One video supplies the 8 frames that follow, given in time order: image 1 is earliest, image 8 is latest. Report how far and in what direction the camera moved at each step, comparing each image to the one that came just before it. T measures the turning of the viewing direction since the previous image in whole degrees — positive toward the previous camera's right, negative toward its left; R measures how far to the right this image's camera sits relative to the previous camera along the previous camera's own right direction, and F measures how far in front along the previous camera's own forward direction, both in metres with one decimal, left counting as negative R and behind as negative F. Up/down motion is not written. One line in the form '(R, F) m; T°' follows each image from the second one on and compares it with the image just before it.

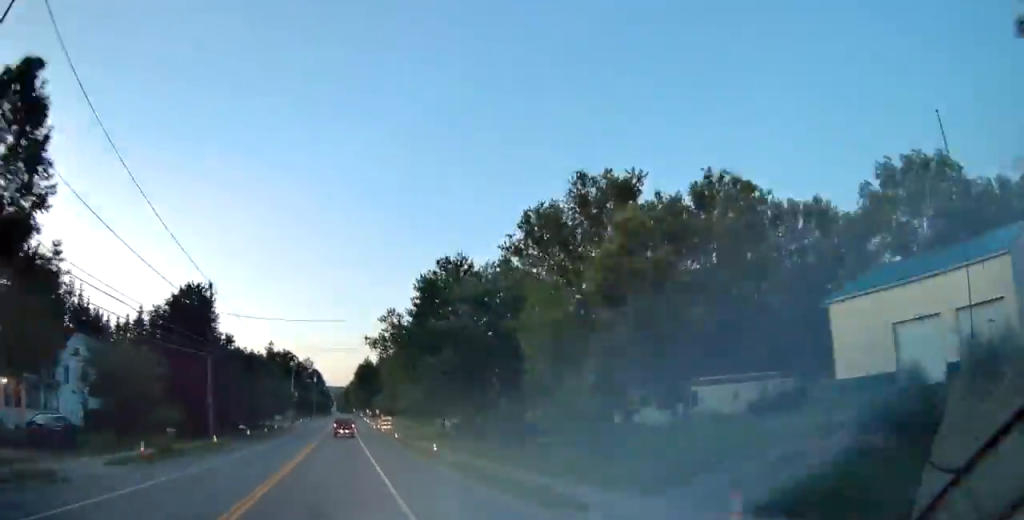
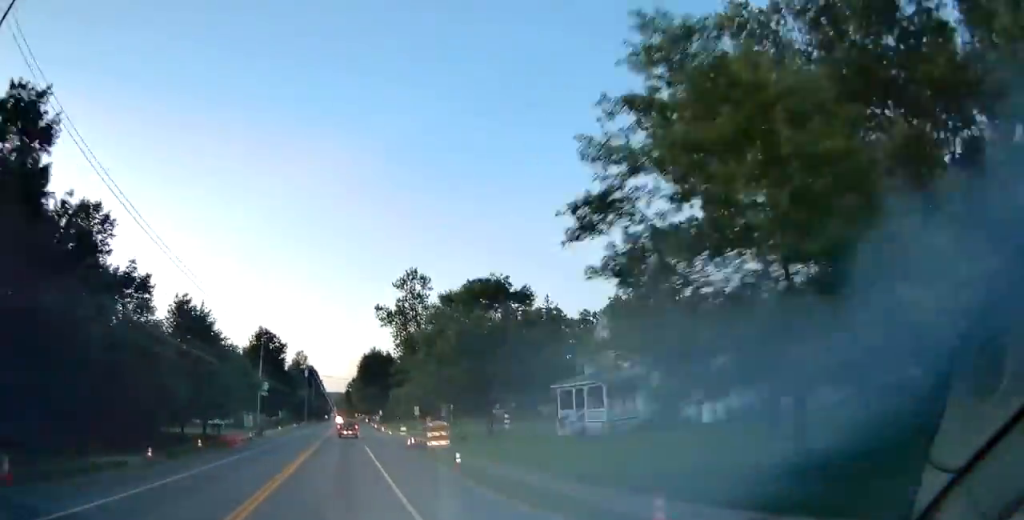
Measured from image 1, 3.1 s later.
(+0.3, +37.2) m; 0°
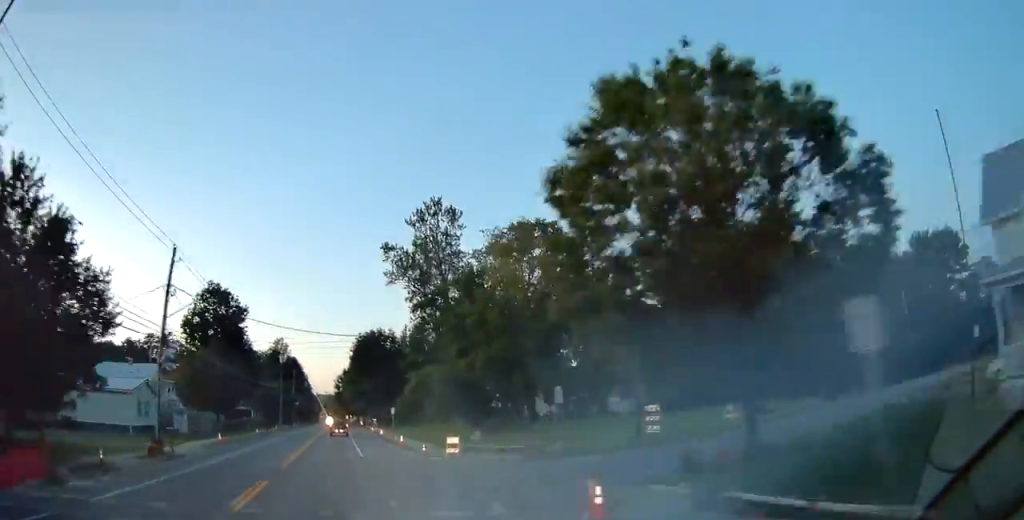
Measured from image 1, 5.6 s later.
(+0.1, +30.3) m; 0°
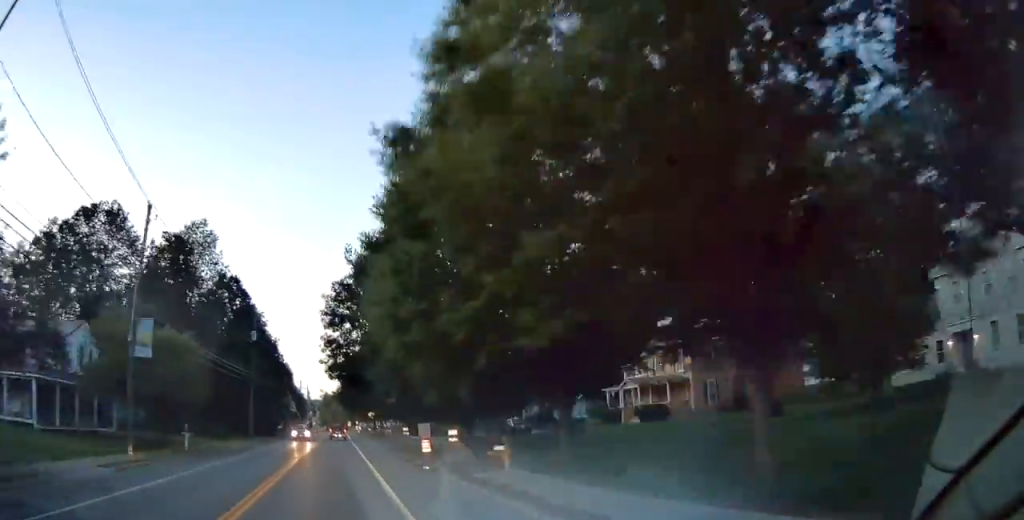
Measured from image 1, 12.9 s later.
(0.0, +85.9) m; 0°
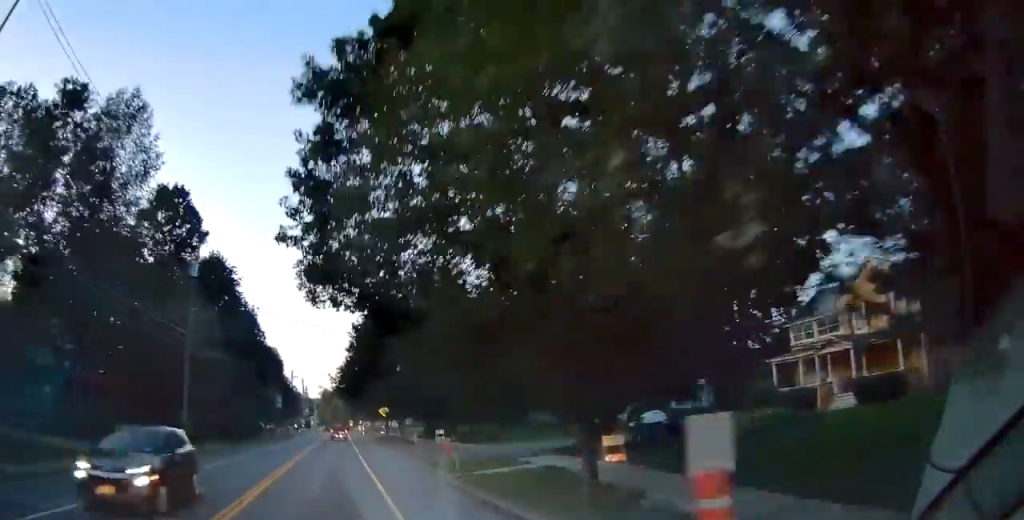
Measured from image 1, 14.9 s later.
(-0.1, +23.3) m; 0°
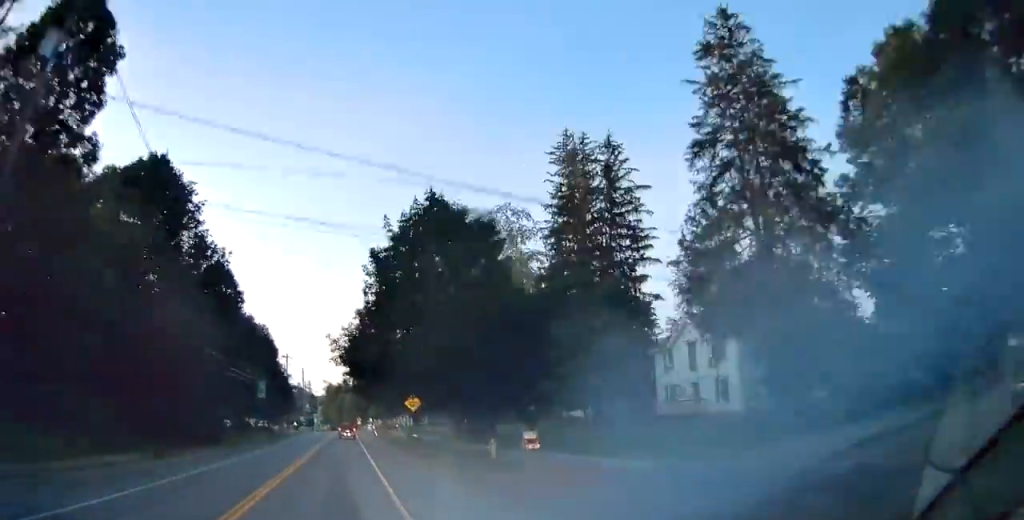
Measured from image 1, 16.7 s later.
(-0.1, +20.2) m; 0°
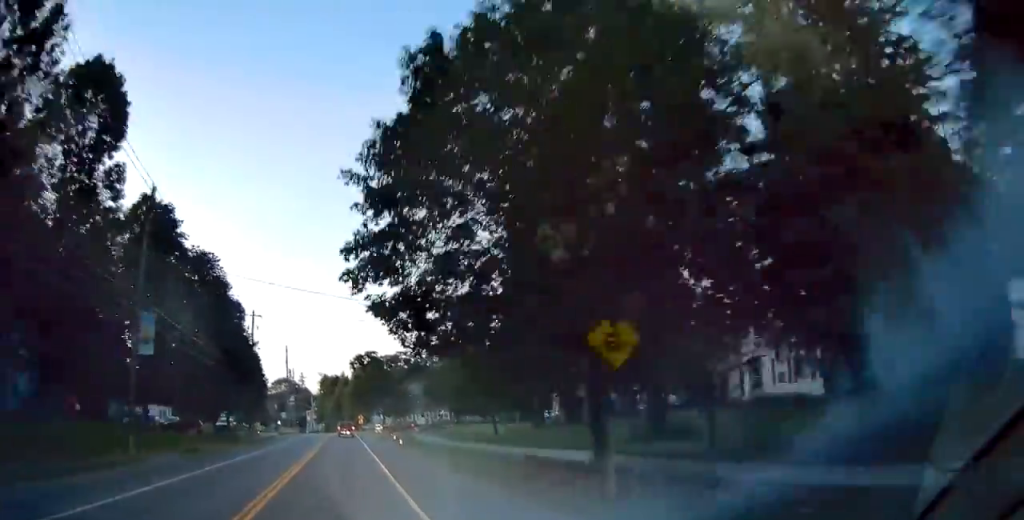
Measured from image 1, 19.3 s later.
(+0.2, +31.5) m; 0°
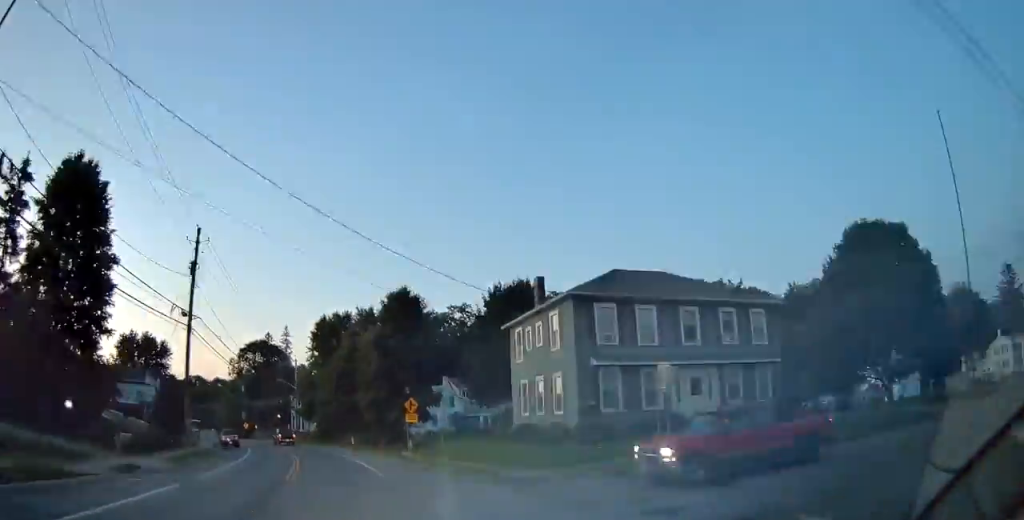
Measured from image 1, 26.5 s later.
(-1.6, +86.6) m; -6°
